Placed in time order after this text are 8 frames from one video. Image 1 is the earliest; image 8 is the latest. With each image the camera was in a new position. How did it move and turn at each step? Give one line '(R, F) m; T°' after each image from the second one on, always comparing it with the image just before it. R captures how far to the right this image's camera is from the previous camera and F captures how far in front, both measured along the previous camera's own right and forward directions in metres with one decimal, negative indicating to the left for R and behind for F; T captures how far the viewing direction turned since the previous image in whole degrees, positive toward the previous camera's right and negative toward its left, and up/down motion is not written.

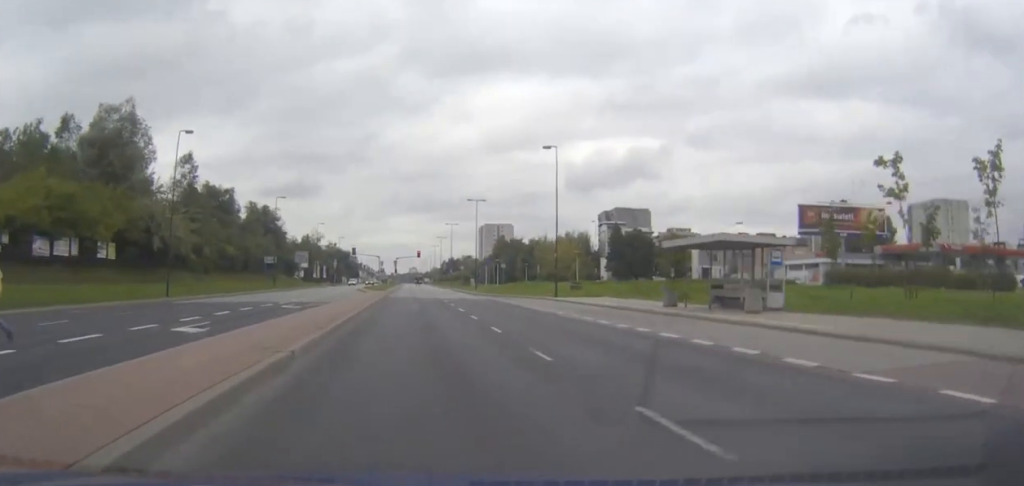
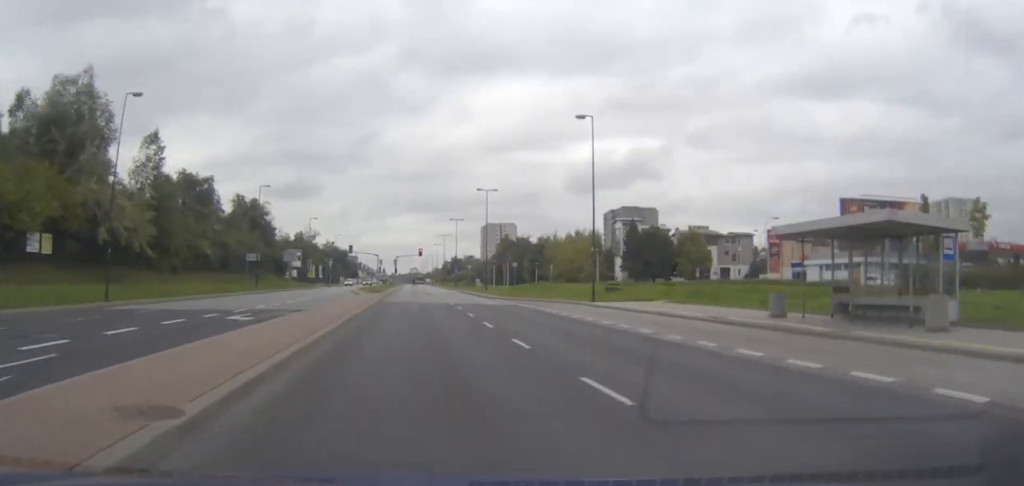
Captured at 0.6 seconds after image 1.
(0.0, +9.9) m; 0°
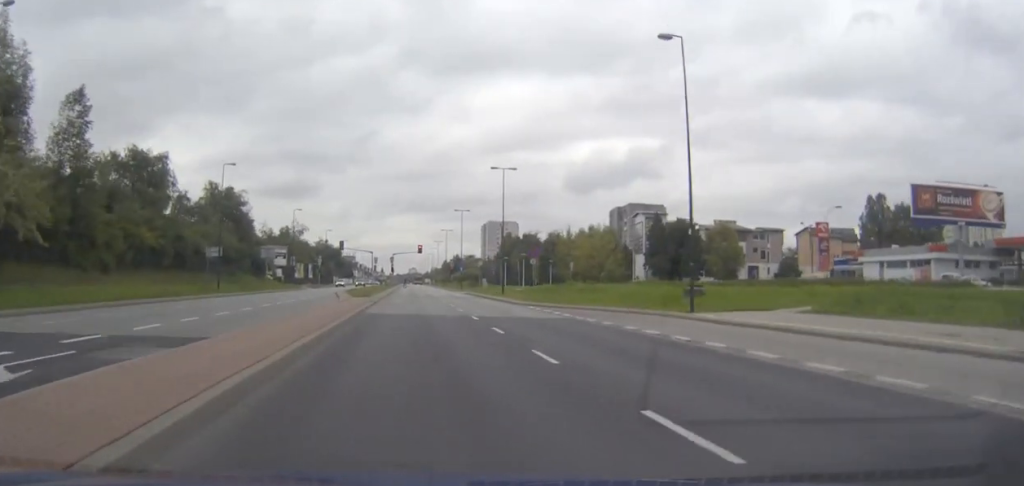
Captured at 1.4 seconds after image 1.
(0.0, +14.3) m; 0°
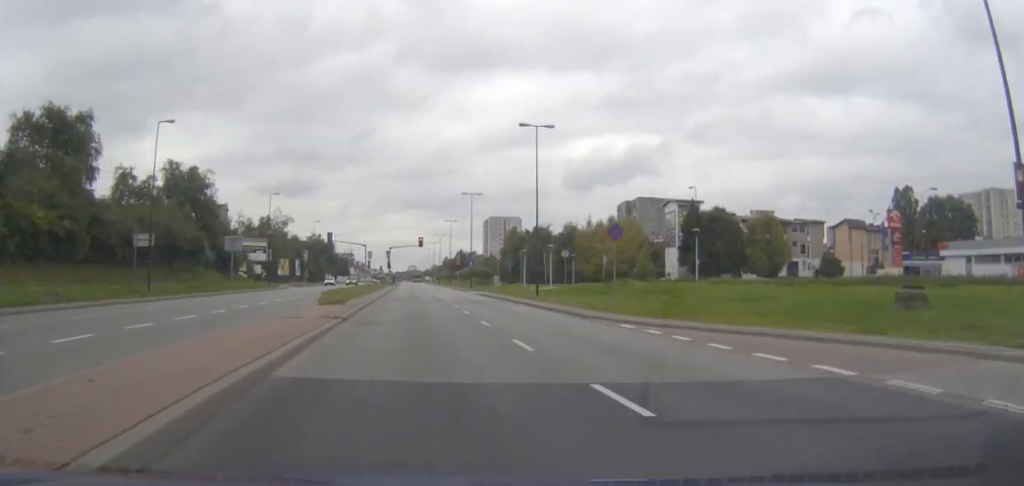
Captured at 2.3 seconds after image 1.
(0.0, +15.9) m; 0°
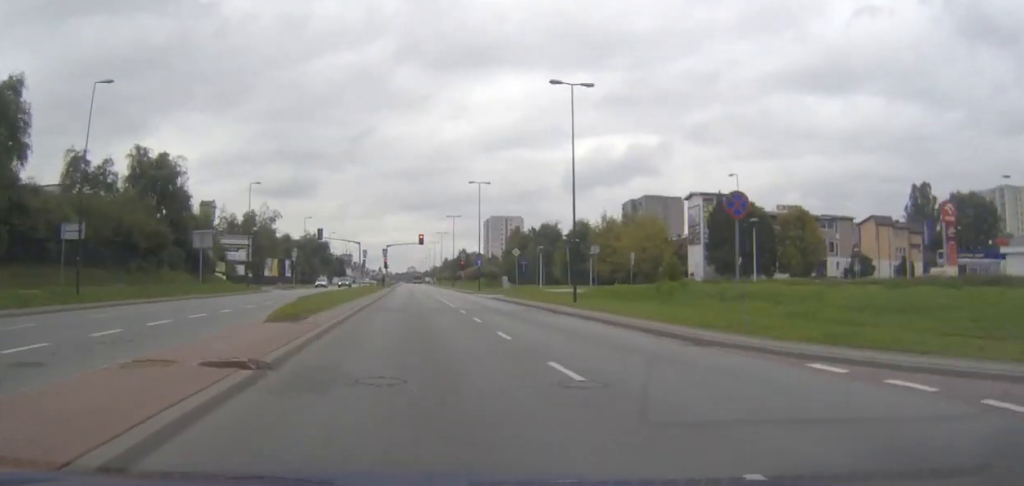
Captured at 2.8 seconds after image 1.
(0.0, +9.8) m; 0°
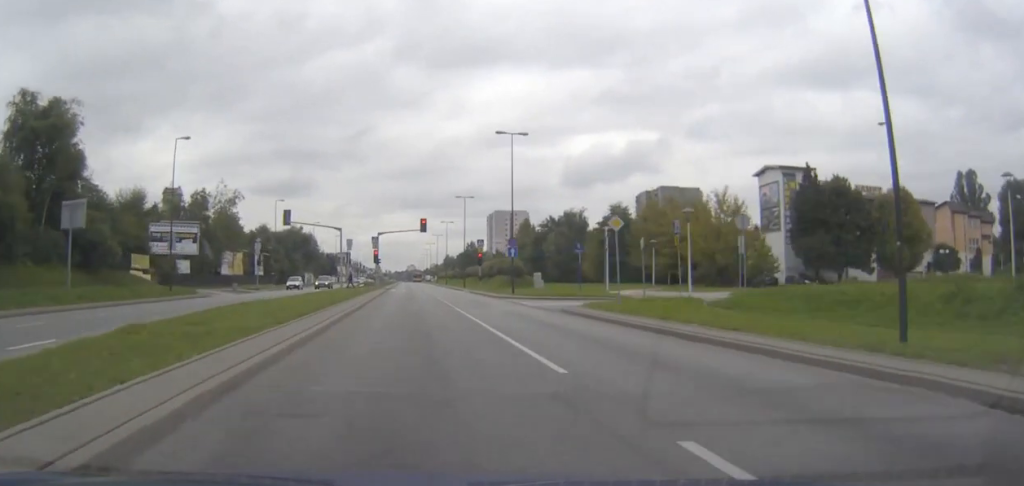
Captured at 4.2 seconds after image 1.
(0.0, +22.0) m; 0°
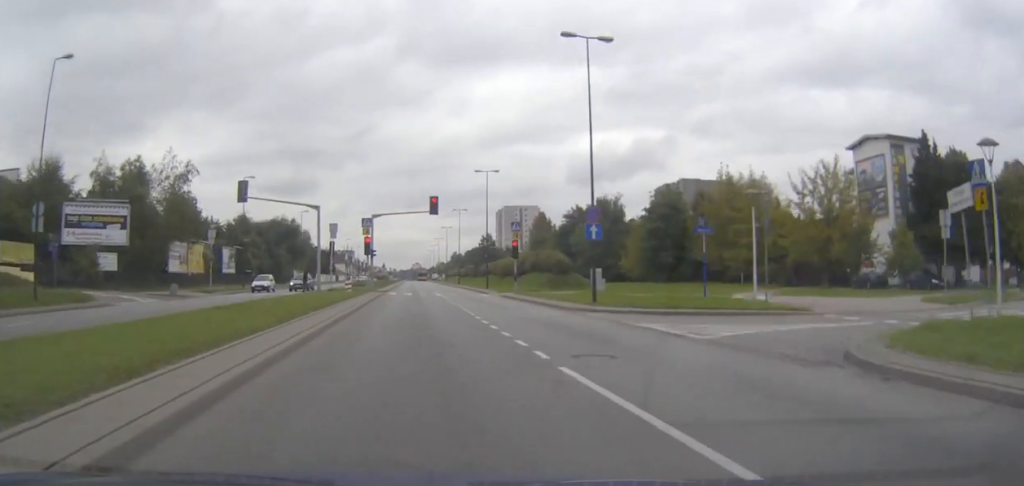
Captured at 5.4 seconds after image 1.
(0.0, +17.4) m; 0°
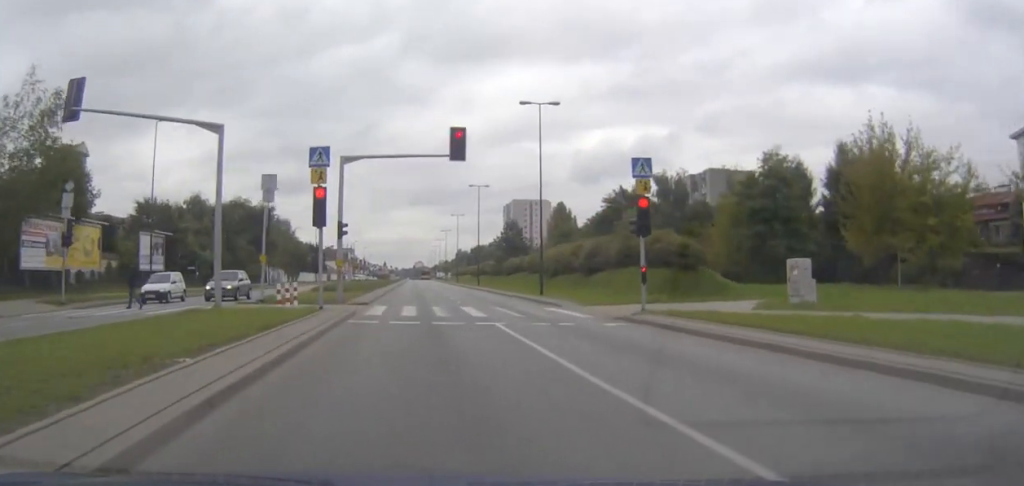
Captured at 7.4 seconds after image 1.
(-0.1, +21.7) m; 0°
